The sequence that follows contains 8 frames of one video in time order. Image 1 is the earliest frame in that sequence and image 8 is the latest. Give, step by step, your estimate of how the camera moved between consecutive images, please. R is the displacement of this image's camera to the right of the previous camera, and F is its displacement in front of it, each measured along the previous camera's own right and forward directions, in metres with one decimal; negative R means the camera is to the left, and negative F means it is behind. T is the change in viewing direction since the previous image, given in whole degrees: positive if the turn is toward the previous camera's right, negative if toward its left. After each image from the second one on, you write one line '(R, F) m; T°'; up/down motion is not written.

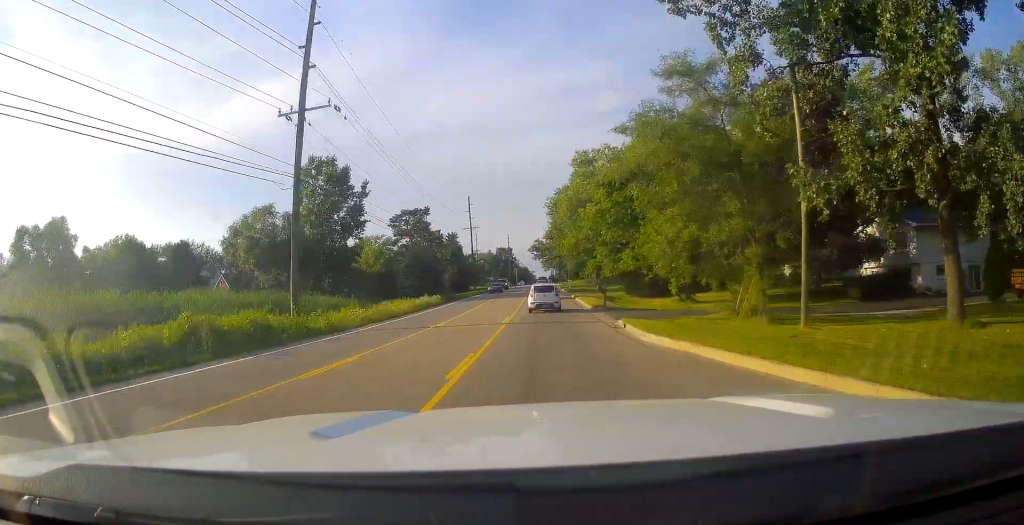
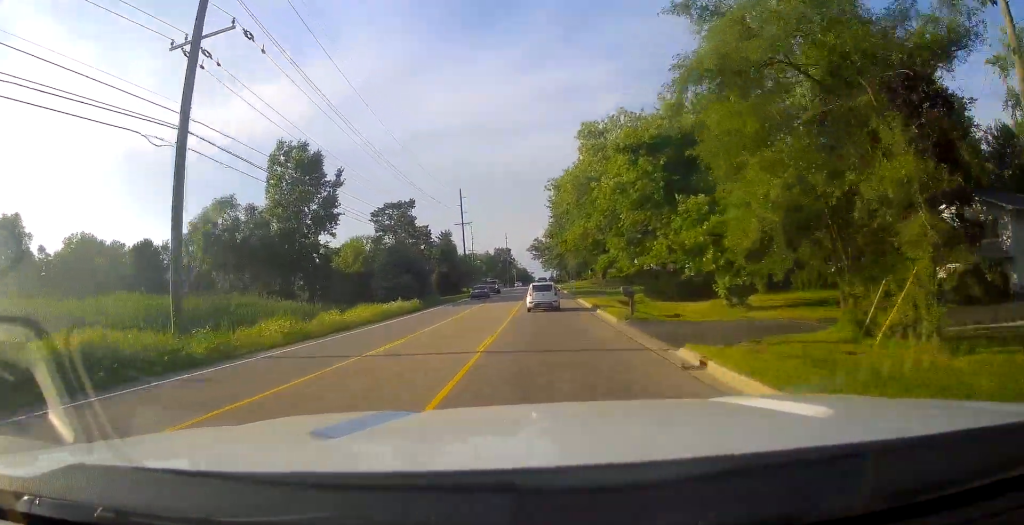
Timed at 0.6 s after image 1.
(+0.1, +10.3) m; +1°
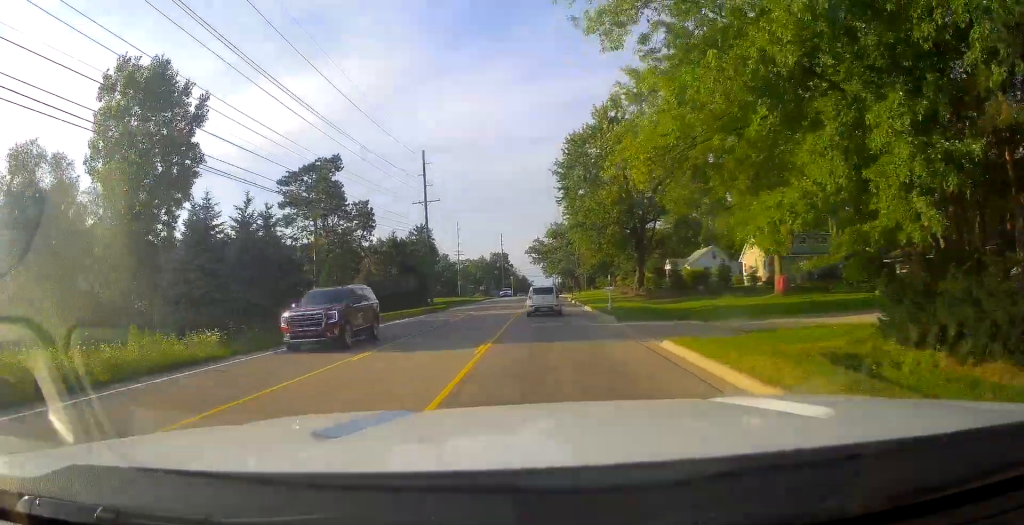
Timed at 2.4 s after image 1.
(+0.4, +31.6) m; +1°
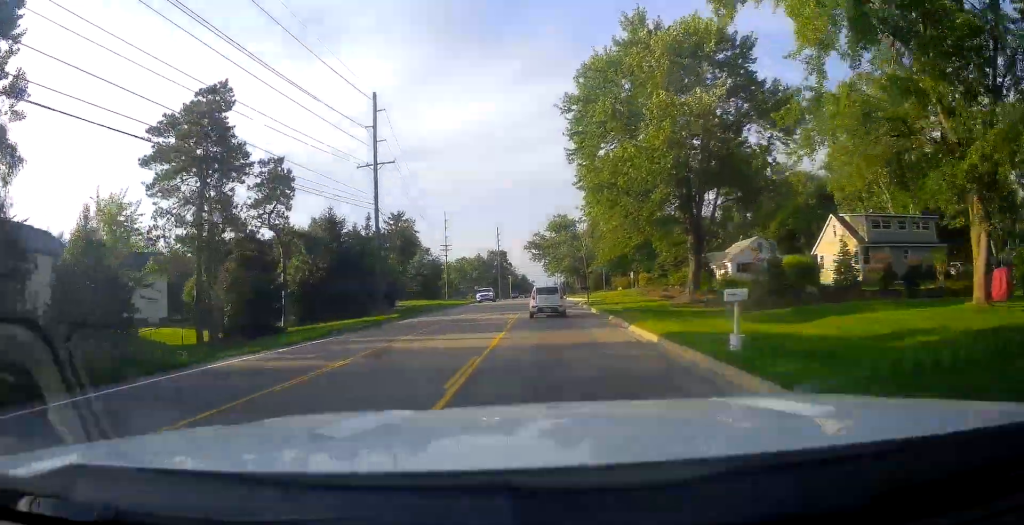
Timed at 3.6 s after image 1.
(-0.1, +20.6) m; -1°
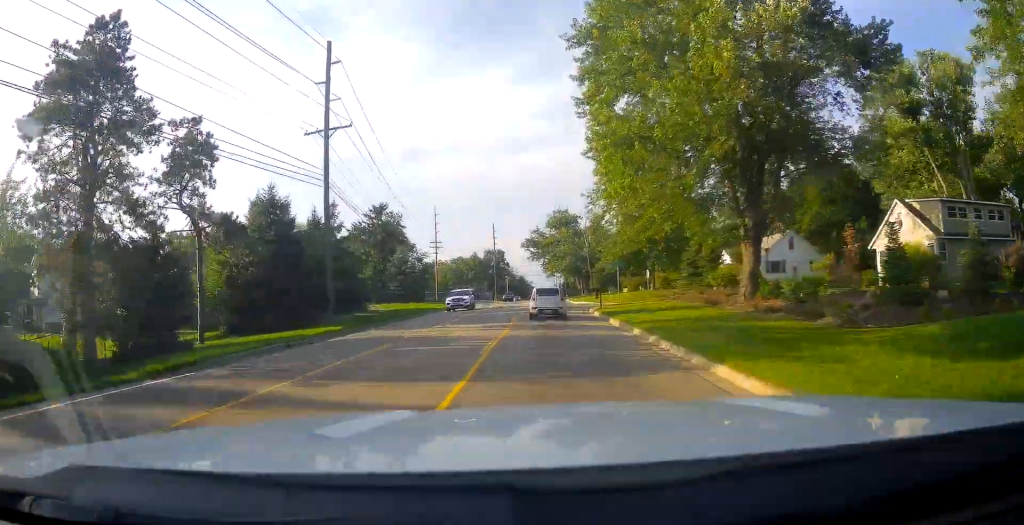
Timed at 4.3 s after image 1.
(-0.4, +10.8) m; 0°
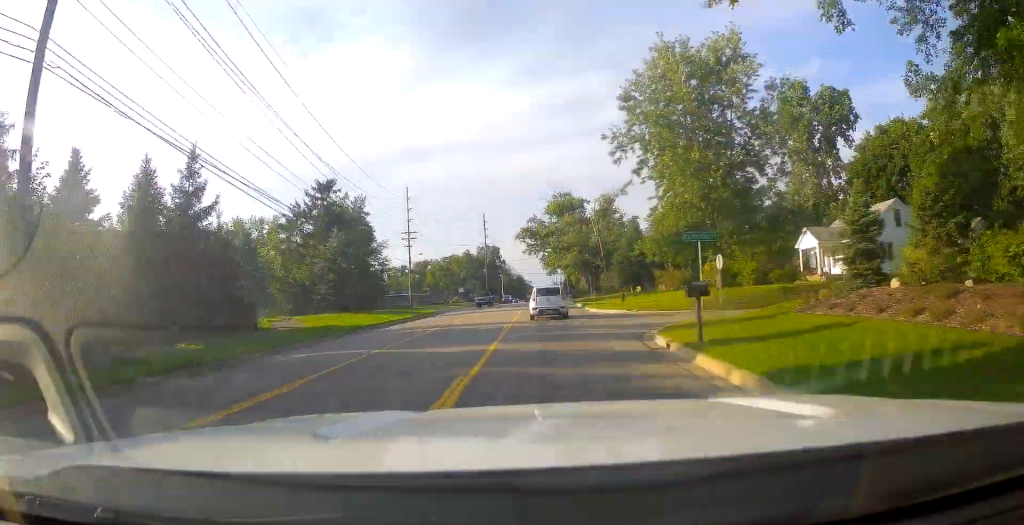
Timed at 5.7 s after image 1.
(+1.0, +23.0) m; +1°
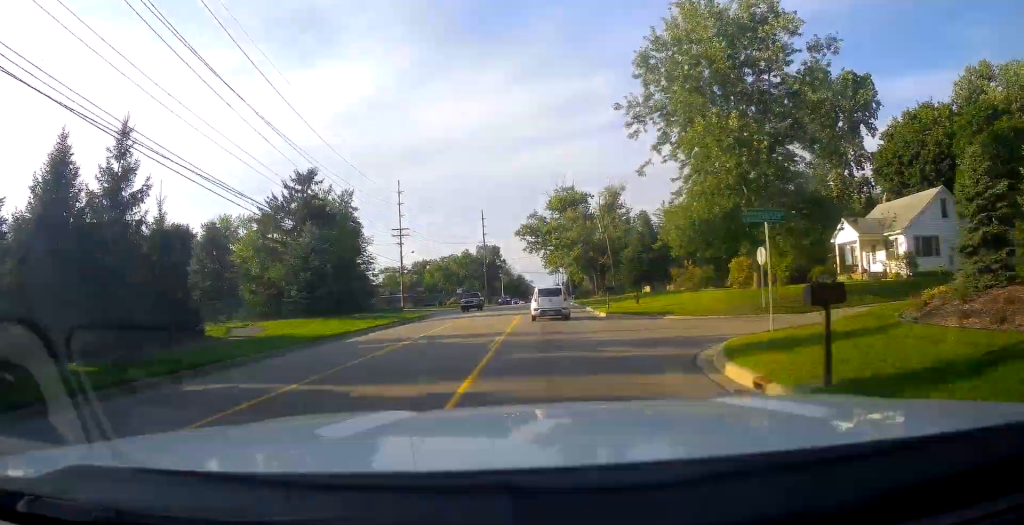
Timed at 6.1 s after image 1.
(+0.1, +6.4) m; -1°
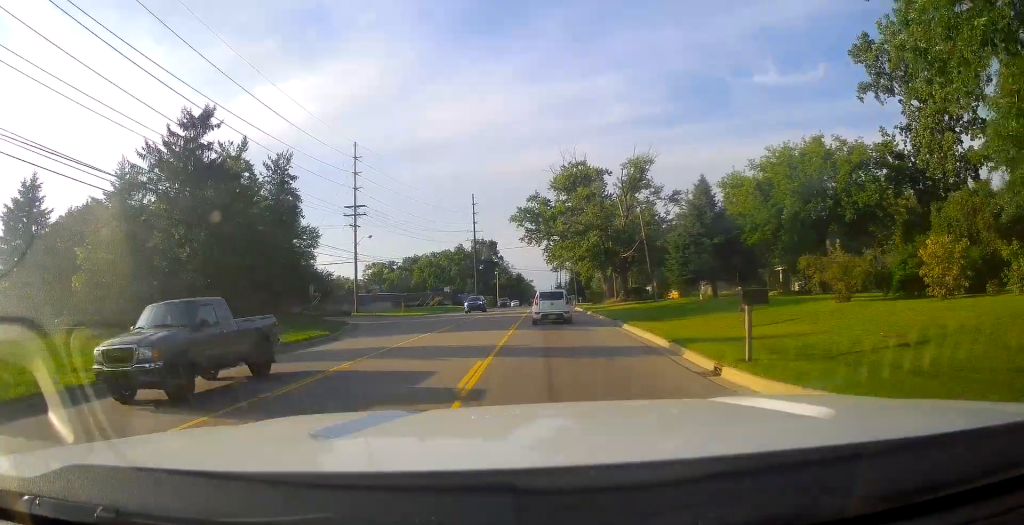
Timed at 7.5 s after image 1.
(-0.6, +22.5) m; 0°
